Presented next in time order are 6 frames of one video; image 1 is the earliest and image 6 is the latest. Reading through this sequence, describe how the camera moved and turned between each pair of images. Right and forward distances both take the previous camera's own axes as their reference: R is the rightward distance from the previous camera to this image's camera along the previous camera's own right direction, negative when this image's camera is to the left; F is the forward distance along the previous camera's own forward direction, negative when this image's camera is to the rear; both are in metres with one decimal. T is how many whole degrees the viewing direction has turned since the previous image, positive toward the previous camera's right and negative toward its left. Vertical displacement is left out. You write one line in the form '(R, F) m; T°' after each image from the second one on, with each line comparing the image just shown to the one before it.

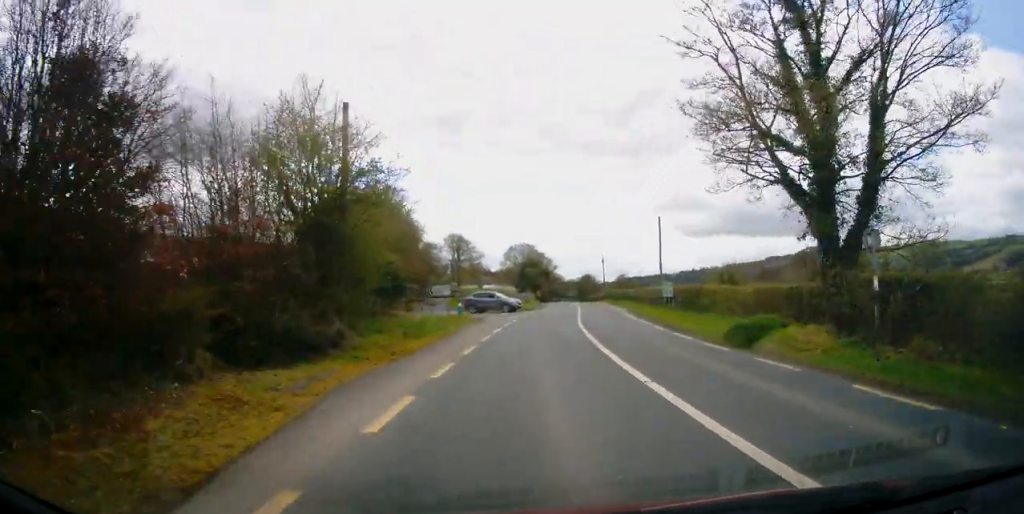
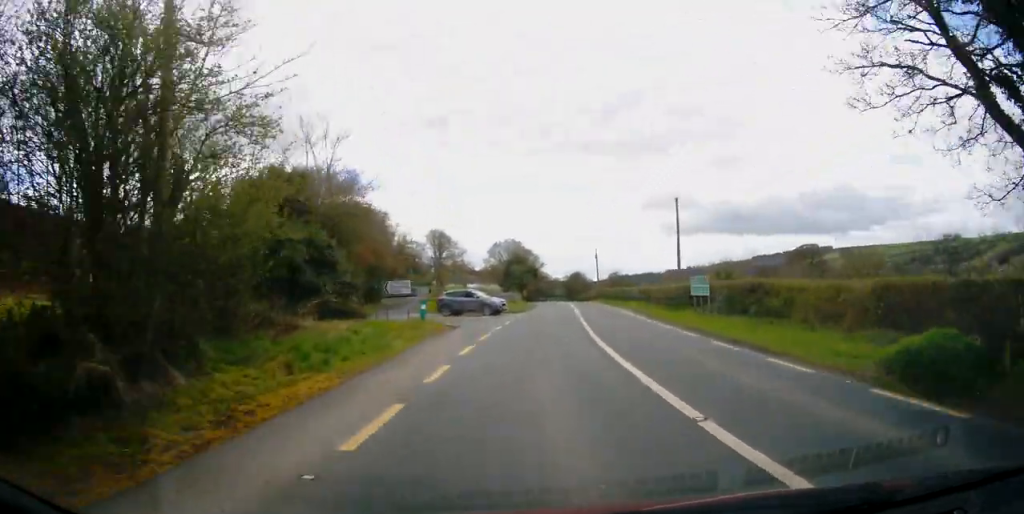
(0.0, +8.7) m; +1°
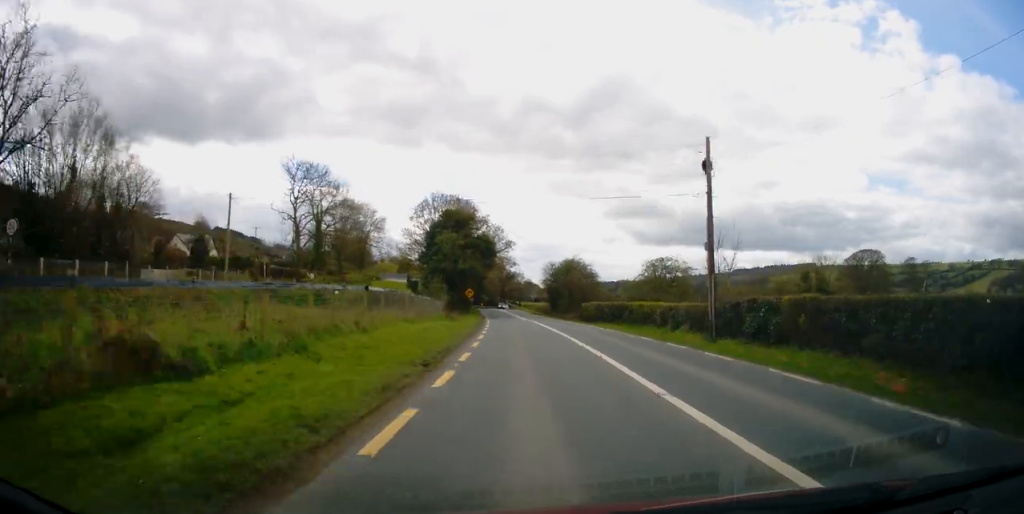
(+4.4, +63.4) m; +4°
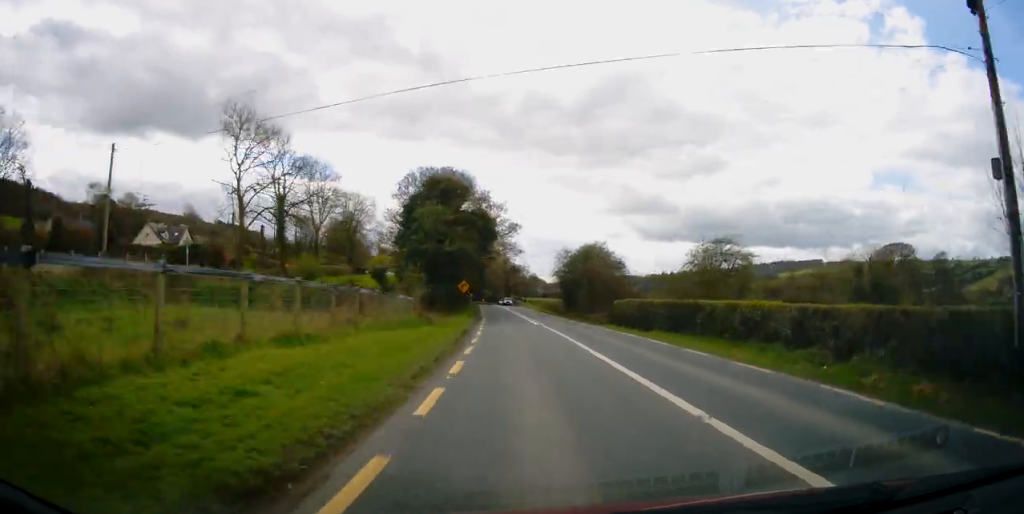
(-0.2, +14.1) m; -1°
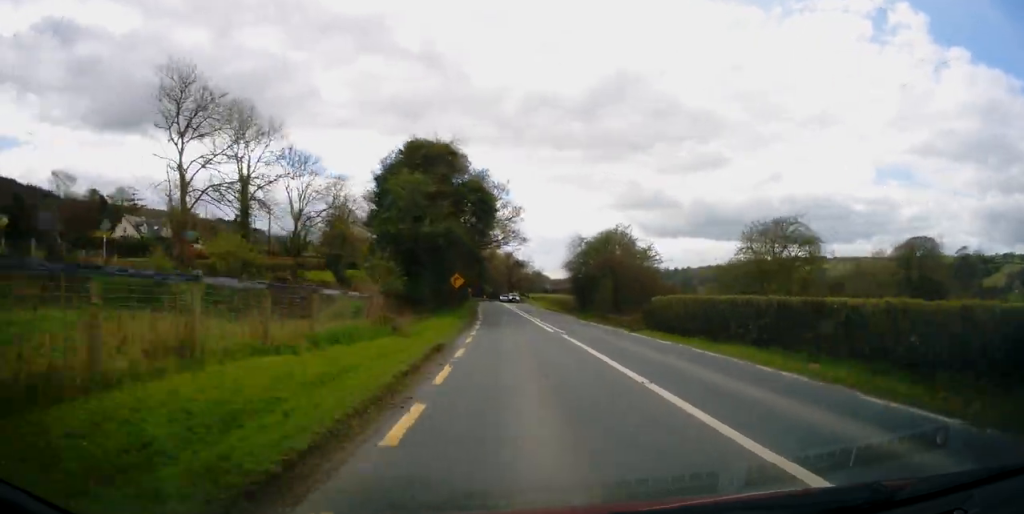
(-0.1, +9.5) m; -1°
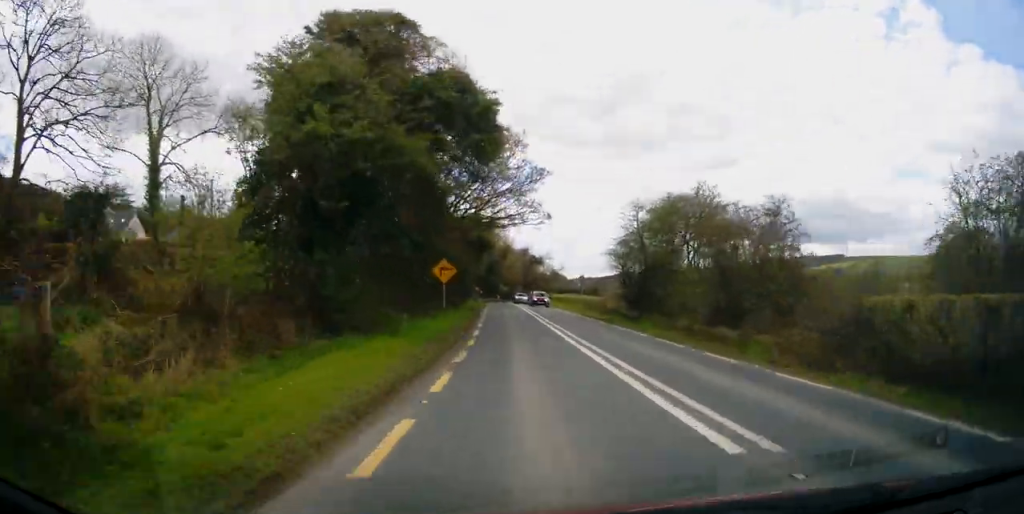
(-0.2, +16.9) m; -1°
